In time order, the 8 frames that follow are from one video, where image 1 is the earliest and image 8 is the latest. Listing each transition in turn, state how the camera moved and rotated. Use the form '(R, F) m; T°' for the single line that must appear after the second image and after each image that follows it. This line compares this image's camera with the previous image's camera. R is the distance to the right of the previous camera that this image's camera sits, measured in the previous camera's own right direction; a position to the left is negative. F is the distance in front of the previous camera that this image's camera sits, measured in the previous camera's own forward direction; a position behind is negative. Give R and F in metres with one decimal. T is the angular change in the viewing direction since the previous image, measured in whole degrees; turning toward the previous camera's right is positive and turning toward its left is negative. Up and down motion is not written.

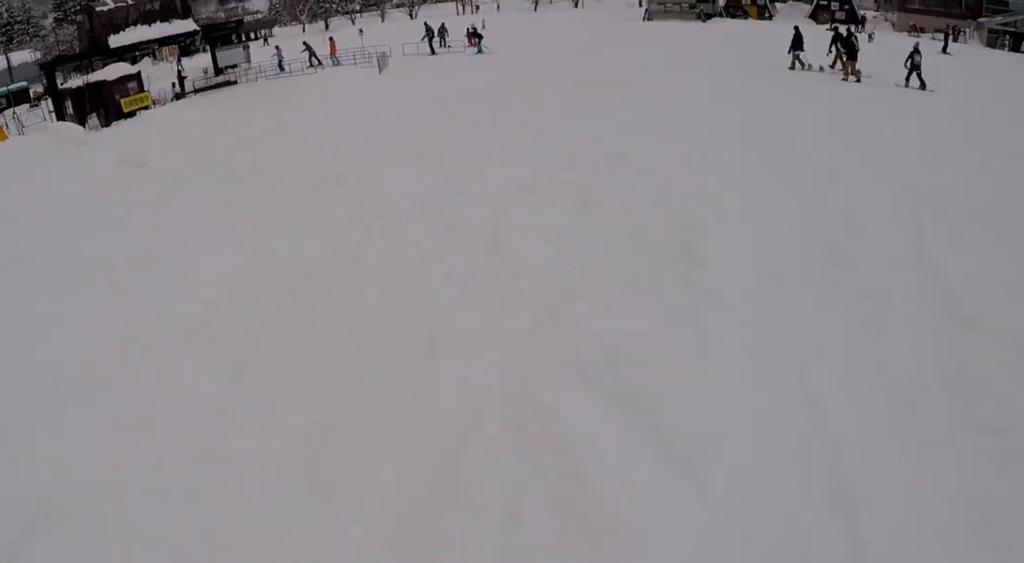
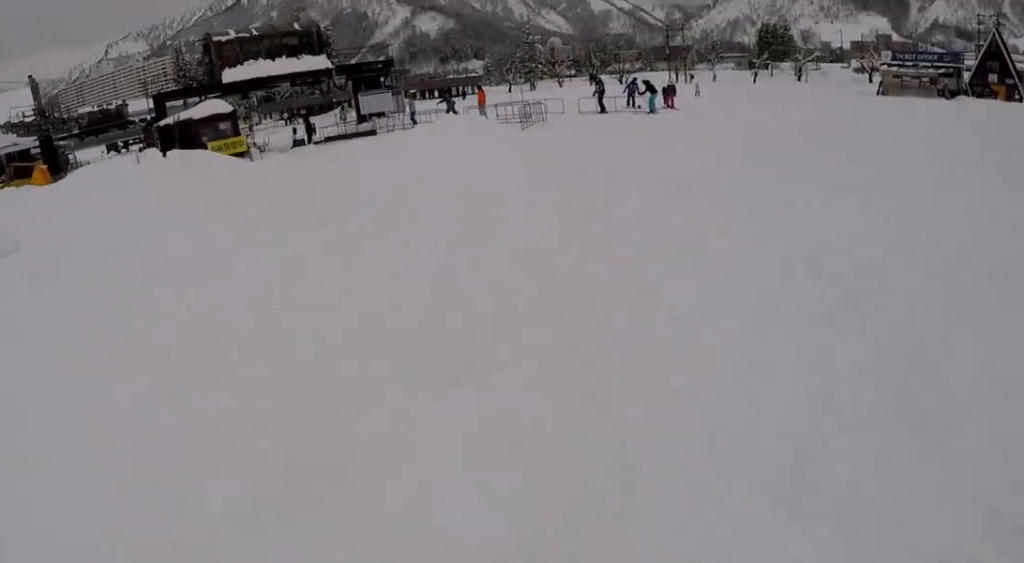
(+0.6, +6.2) m; -6°
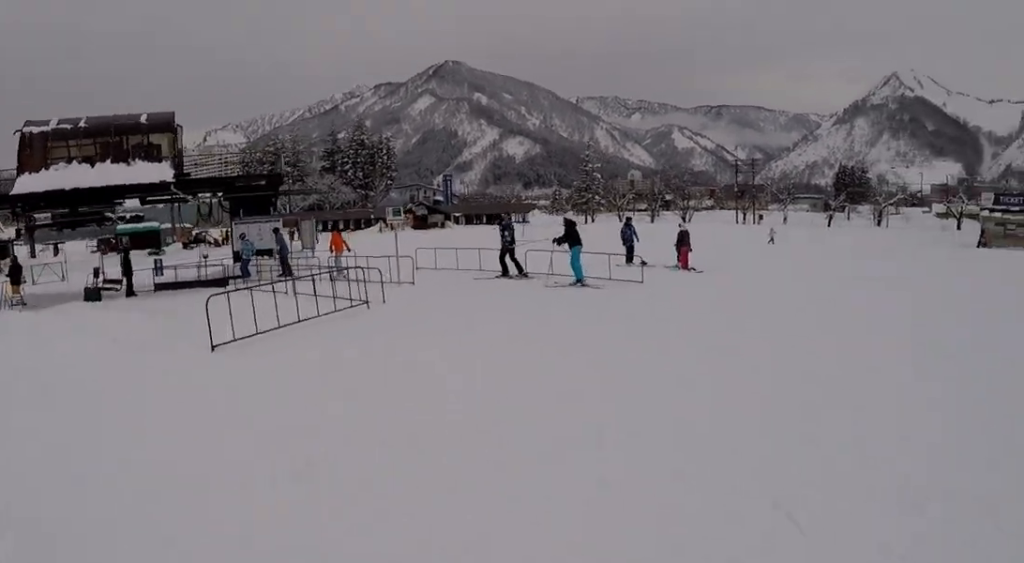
(-2.5, +12.1) m; -15°
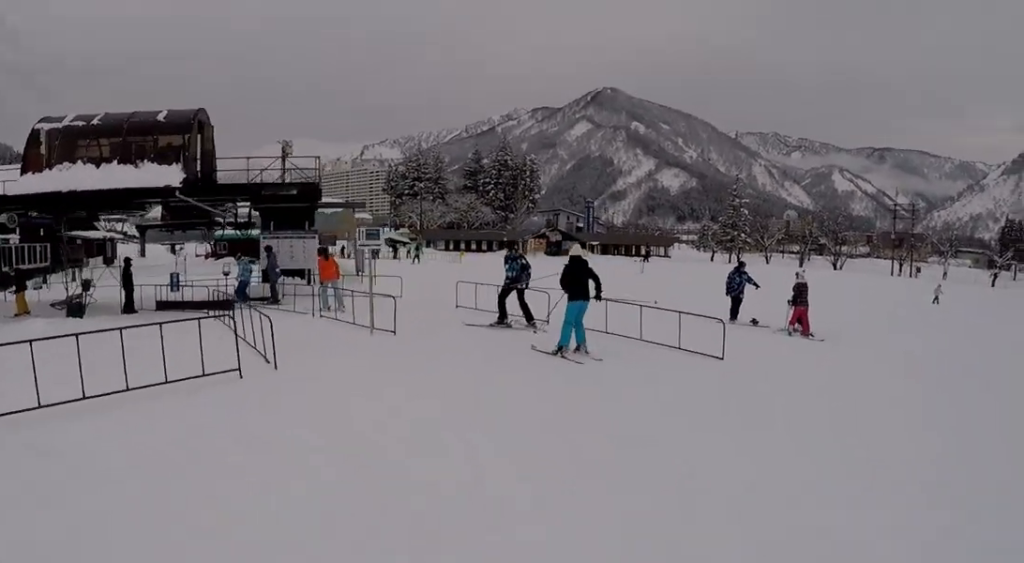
(-0.3, +4.9) m; -9°
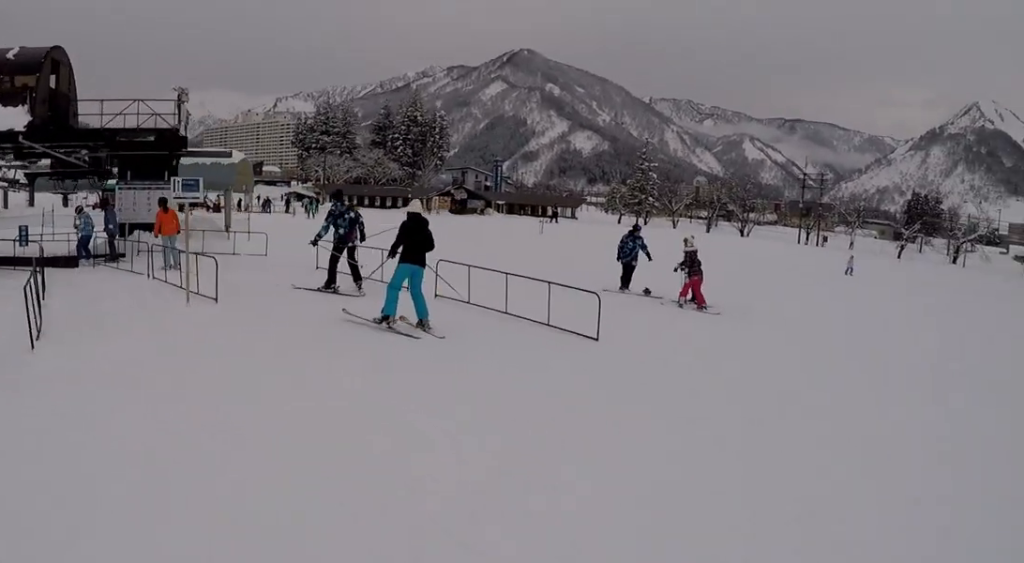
(-0.1, +1.8) m; -4°
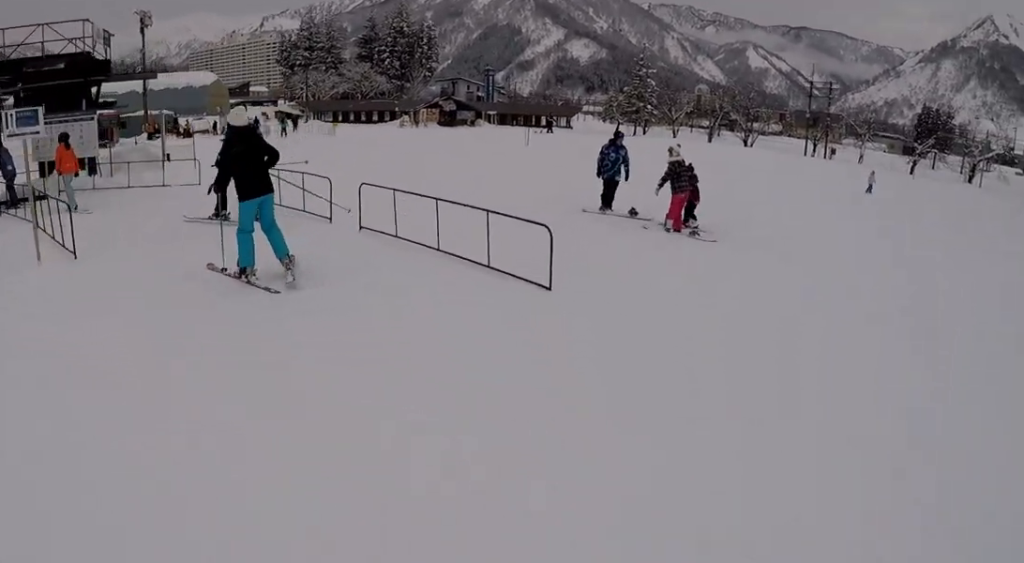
(-0.1, +2.1) m; -1°
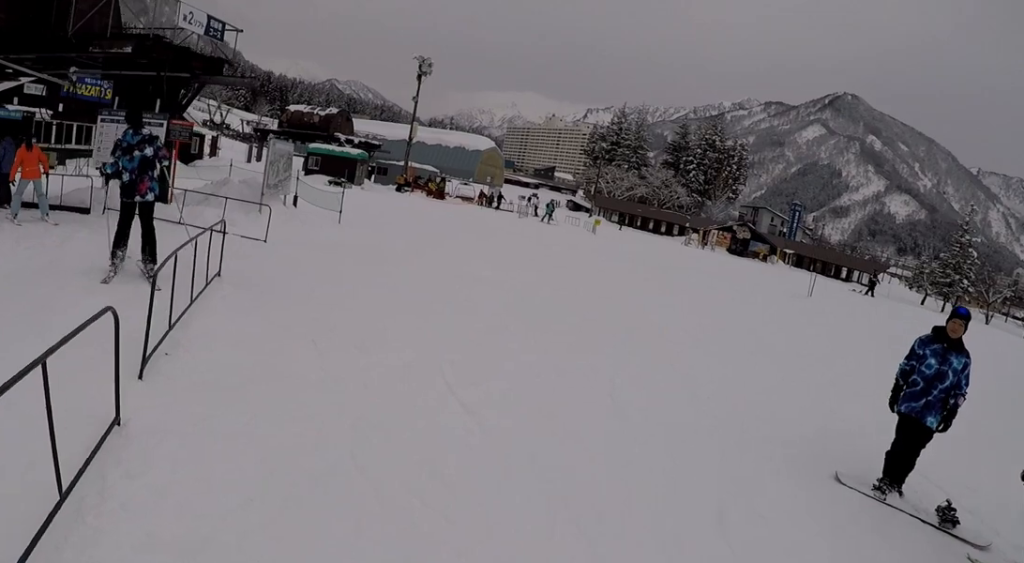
(-0.7, +6.6) m; -24°
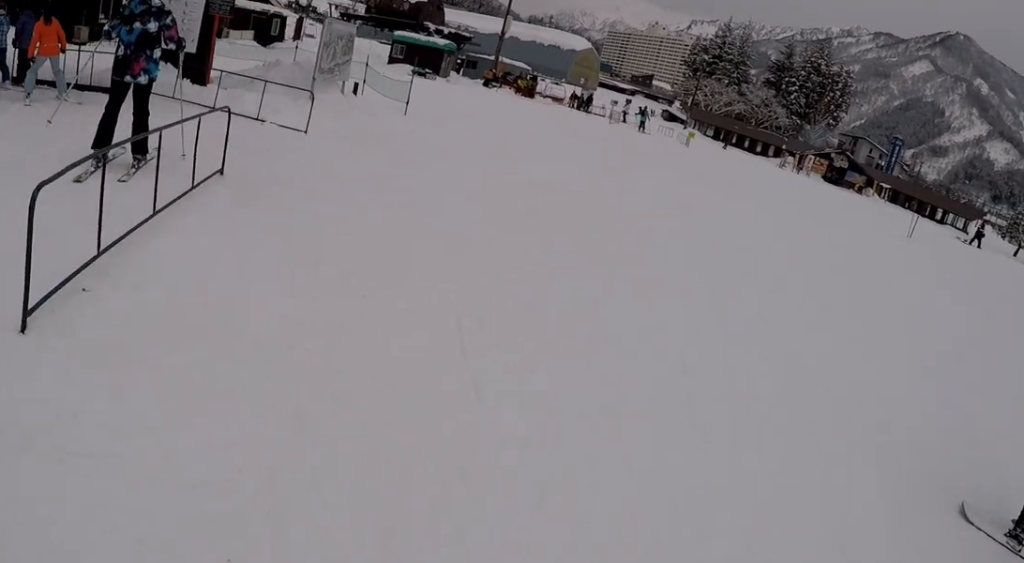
(-0.1, +1.2) m; -8°
